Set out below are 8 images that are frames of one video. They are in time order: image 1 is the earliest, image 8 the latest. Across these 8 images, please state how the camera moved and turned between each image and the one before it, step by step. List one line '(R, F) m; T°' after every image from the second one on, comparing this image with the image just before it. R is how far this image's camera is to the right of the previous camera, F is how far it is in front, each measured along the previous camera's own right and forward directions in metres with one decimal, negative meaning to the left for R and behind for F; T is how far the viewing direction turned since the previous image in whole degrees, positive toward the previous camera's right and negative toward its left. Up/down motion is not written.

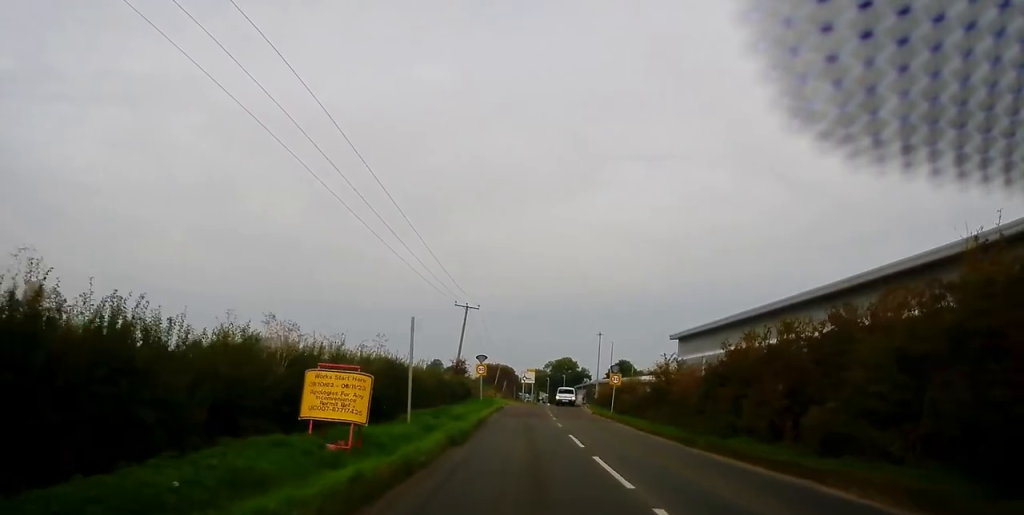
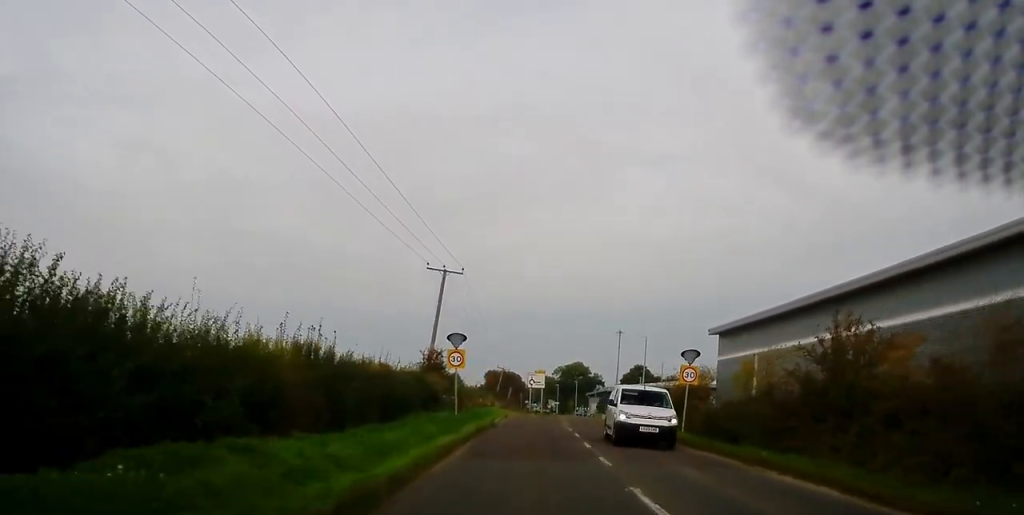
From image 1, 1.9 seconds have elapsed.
(+0.3, +23.7) m; +1°
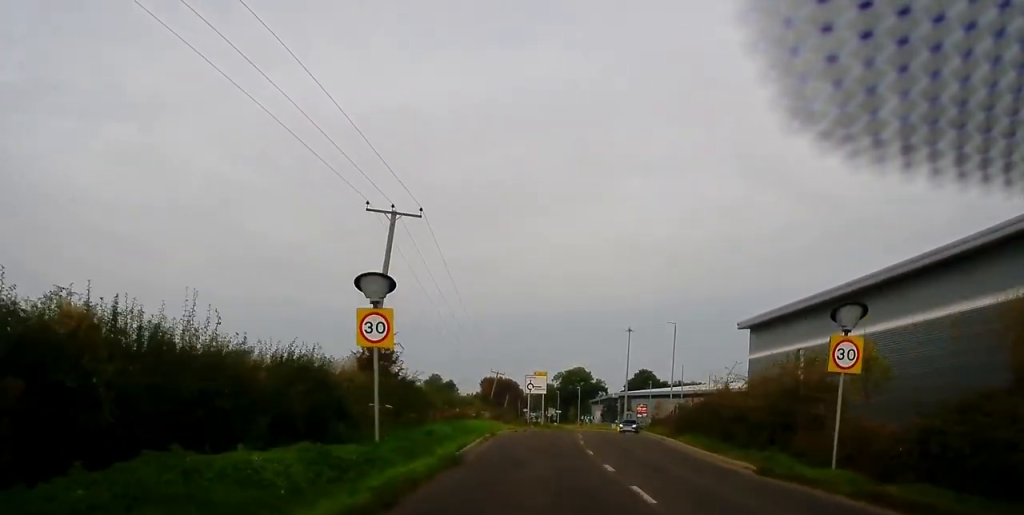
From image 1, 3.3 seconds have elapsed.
(-0.1, +16.4) m; -1°
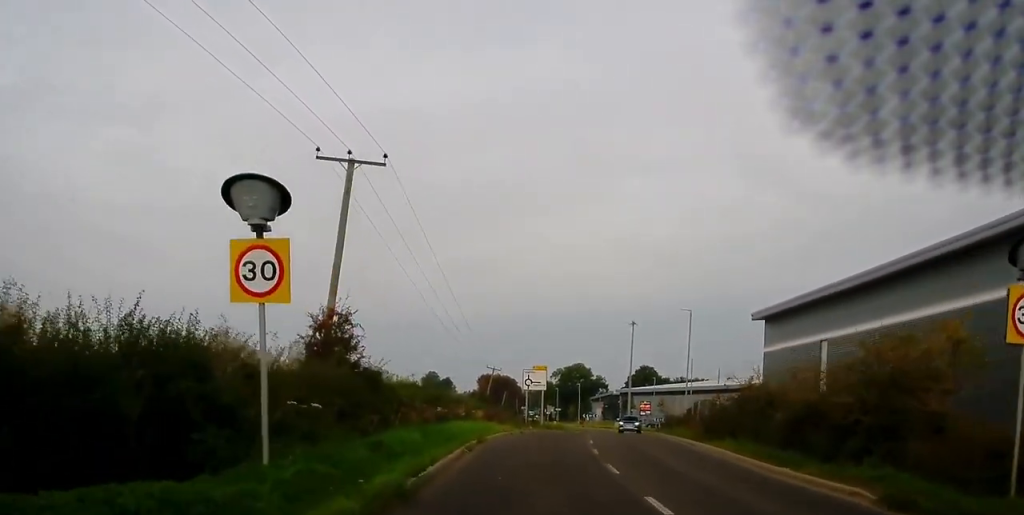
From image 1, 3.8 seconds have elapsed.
(0.0, +6.6) m; -1°
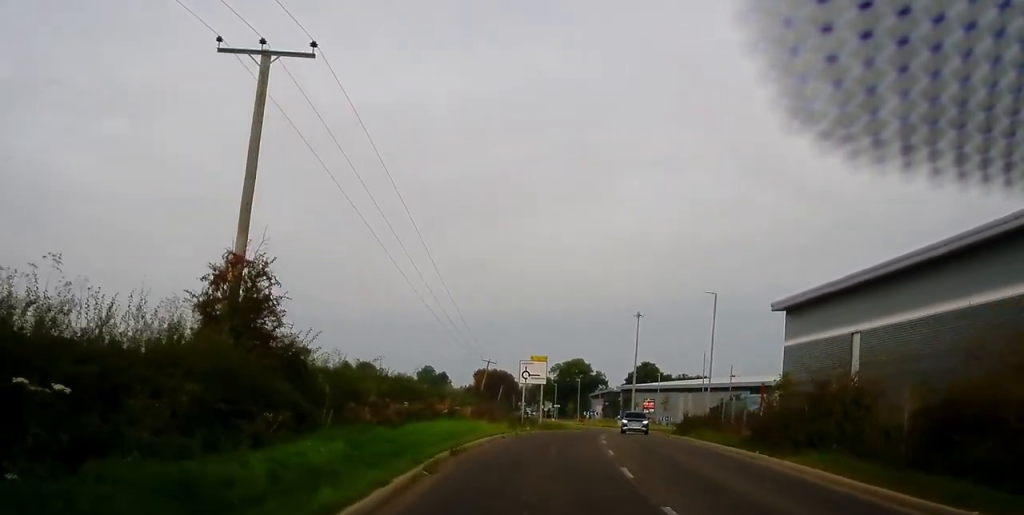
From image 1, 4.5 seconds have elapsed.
(0.0, +7.5) m; 0°
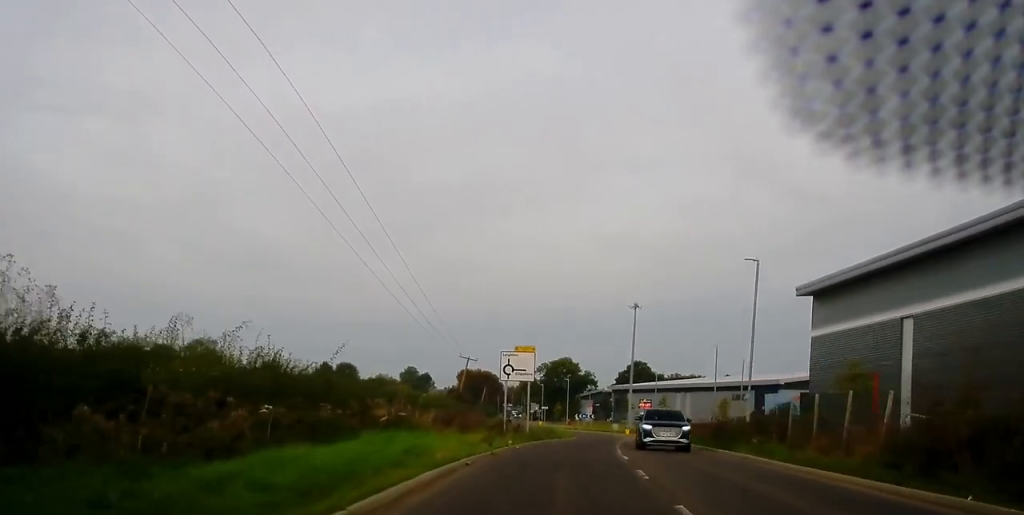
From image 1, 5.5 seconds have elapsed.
(-0.1, +11.4) m; +1°
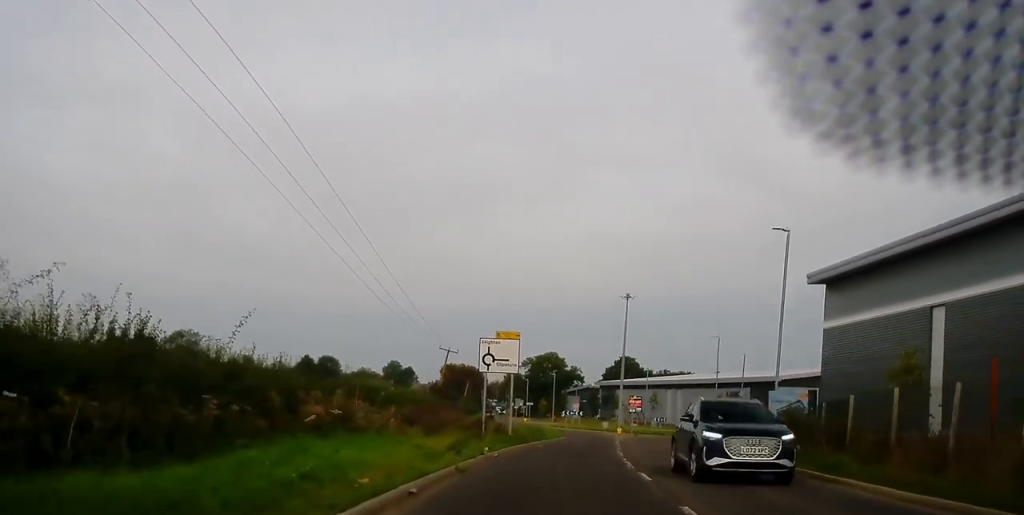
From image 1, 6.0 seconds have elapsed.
(+0.2, +6.0) m; +2°
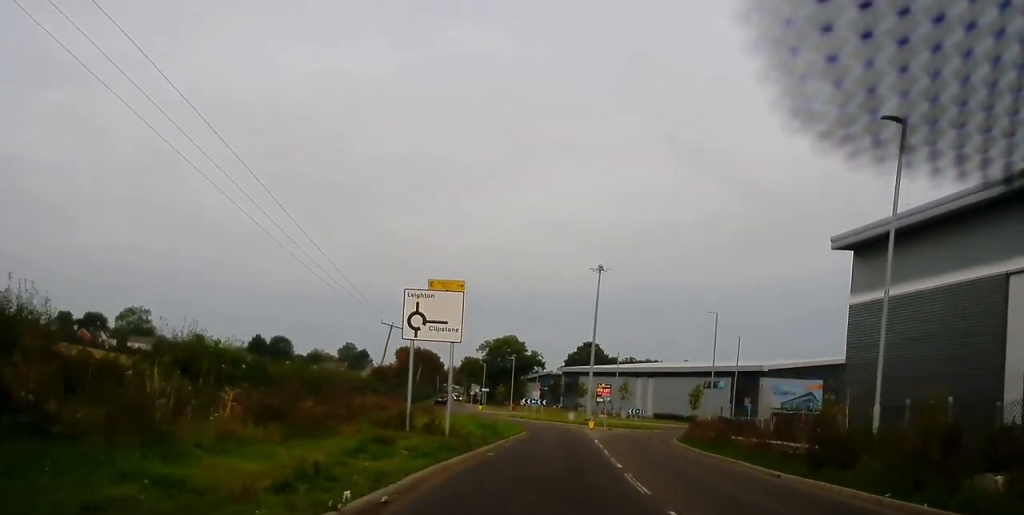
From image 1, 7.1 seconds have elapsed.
(+0.5, +12.1) m; +4°
